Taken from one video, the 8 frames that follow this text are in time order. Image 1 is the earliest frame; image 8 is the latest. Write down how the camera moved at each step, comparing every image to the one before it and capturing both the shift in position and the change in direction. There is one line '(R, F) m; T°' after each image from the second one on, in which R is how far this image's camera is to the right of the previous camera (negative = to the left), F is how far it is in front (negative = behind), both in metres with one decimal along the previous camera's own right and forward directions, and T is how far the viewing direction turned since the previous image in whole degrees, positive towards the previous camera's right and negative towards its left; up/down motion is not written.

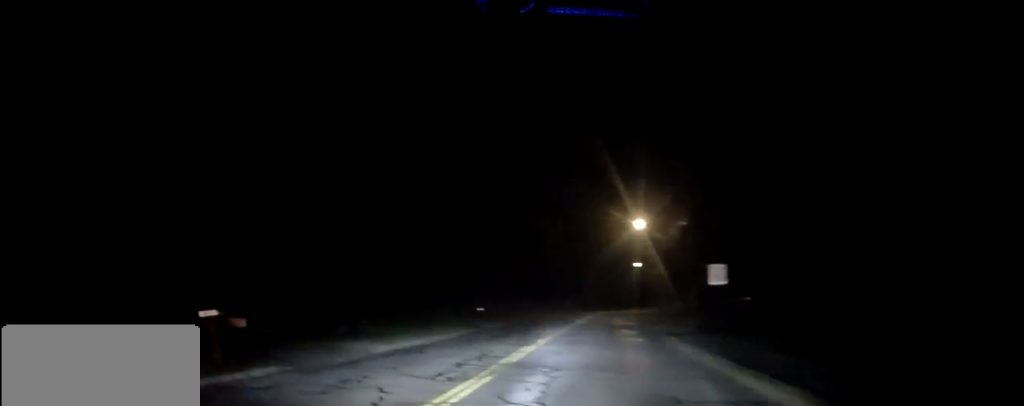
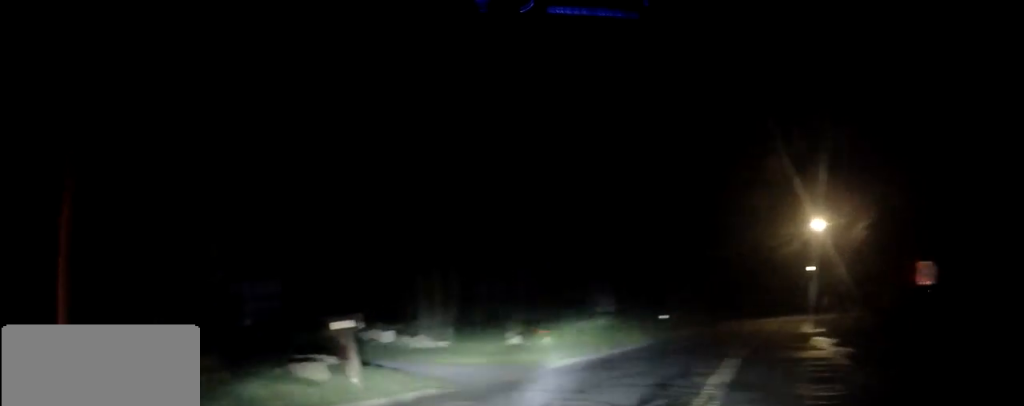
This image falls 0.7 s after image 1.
(-0.2, +2.4) m; -9°
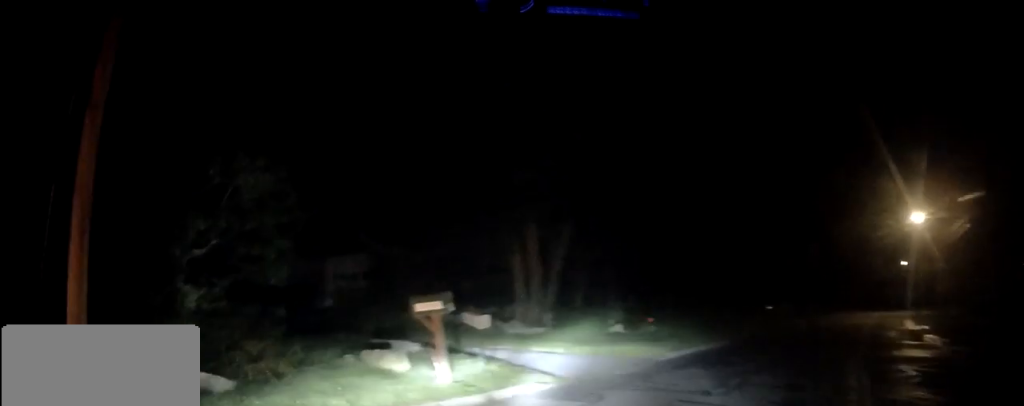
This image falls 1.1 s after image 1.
(-0.1, +1.6) m; 0°
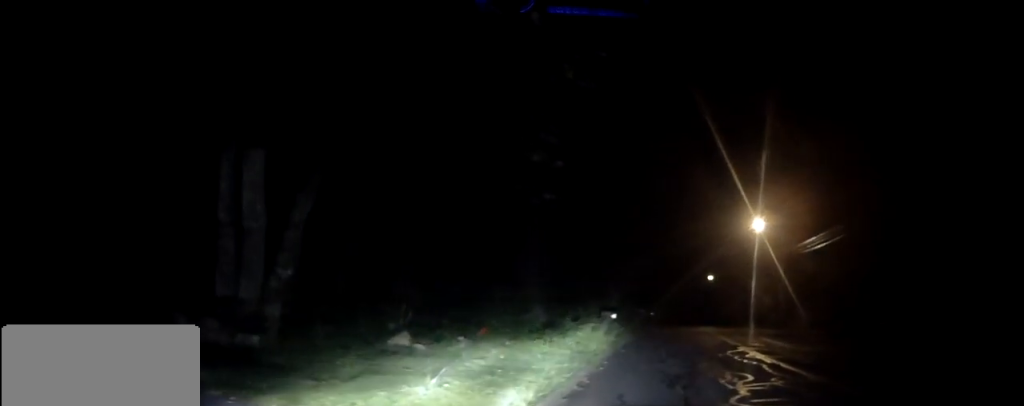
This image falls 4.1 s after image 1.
(+1.3, +8.7) m; +27°
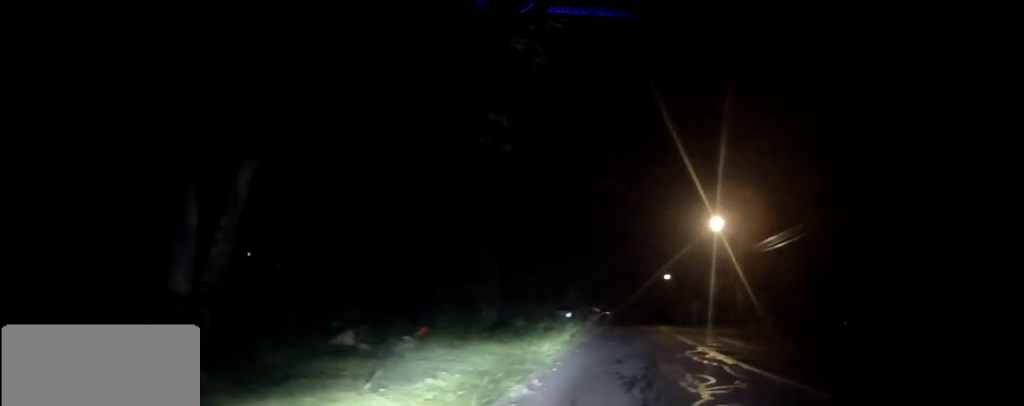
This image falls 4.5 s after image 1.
(+0.1, +0.7) m; +2°
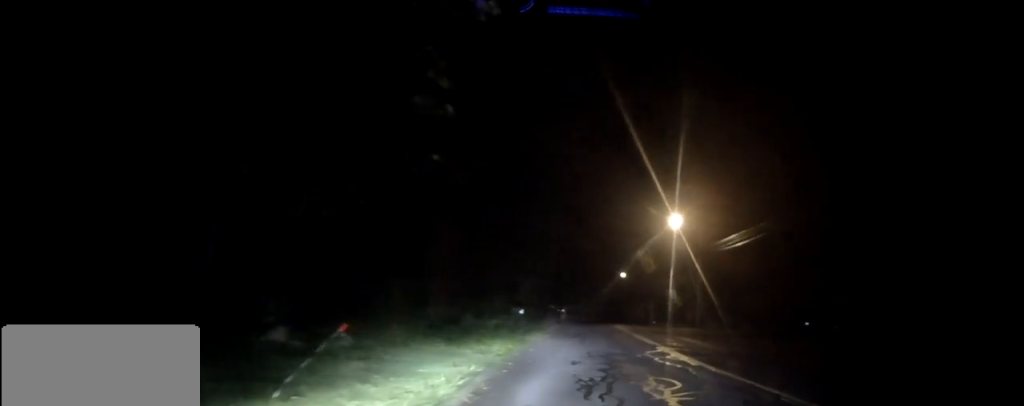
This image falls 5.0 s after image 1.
(0.0, +1.3) m; +1°
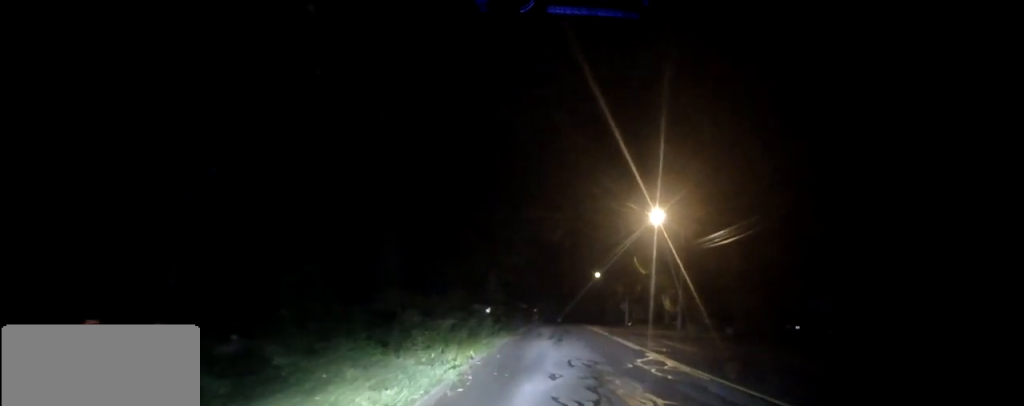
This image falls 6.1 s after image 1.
(0.0, +3.3) m; +2°
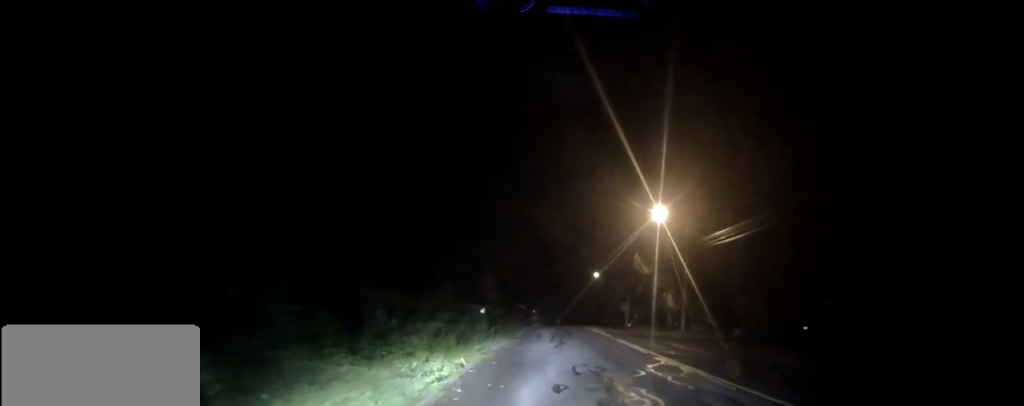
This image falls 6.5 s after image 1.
(+0.1, +1.7) m; +1°
